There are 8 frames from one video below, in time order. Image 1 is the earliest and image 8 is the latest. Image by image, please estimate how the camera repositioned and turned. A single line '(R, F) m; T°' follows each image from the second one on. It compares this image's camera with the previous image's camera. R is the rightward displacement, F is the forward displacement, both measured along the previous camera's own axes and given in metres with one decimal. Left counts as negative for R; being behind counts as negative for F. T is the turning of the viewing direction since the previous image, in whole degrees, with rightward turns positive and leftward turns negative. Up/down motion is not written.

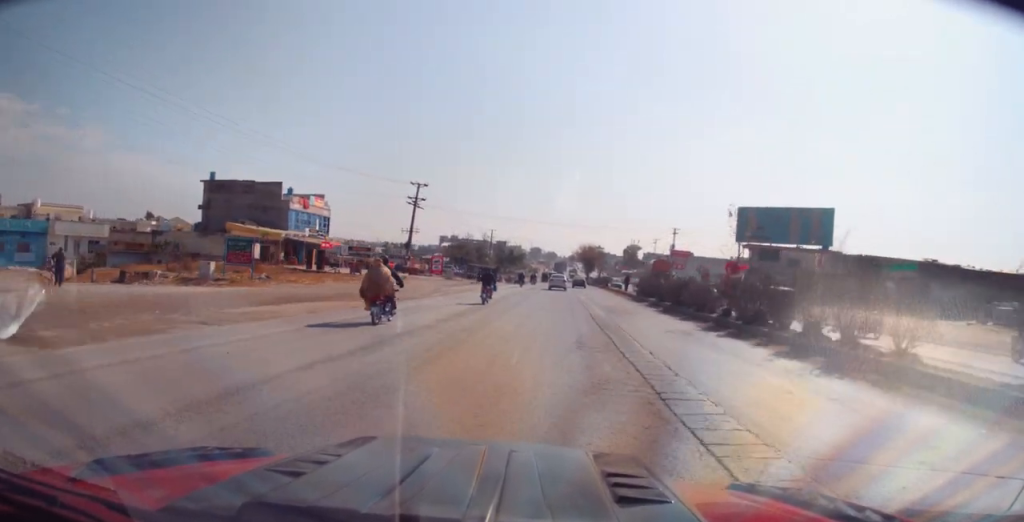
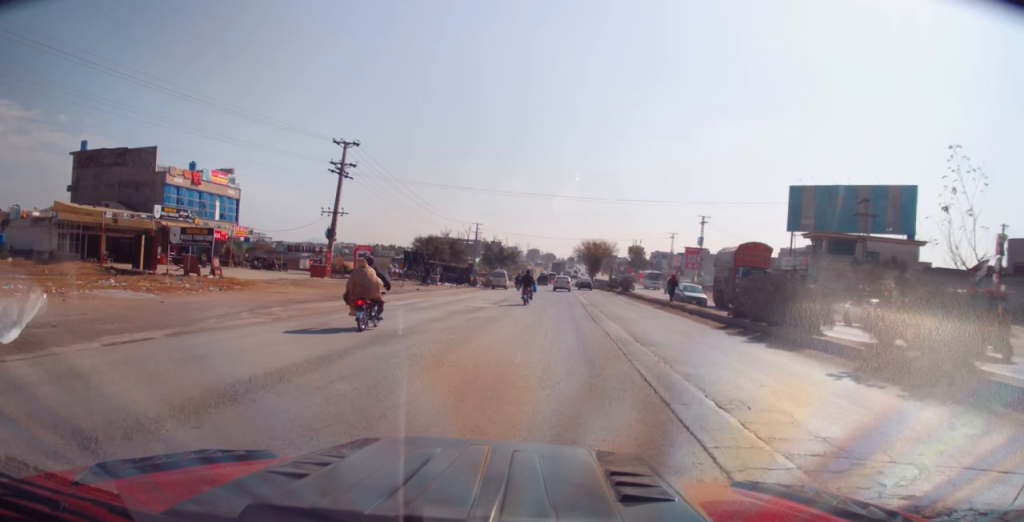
(-0.4, +26.4) m; 0°
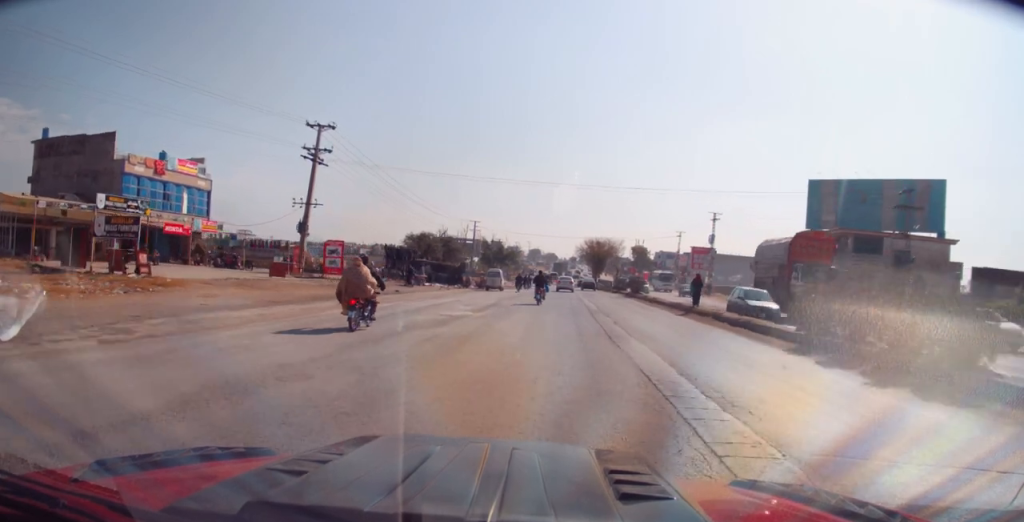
(+0.3, +6.3) m; 0°
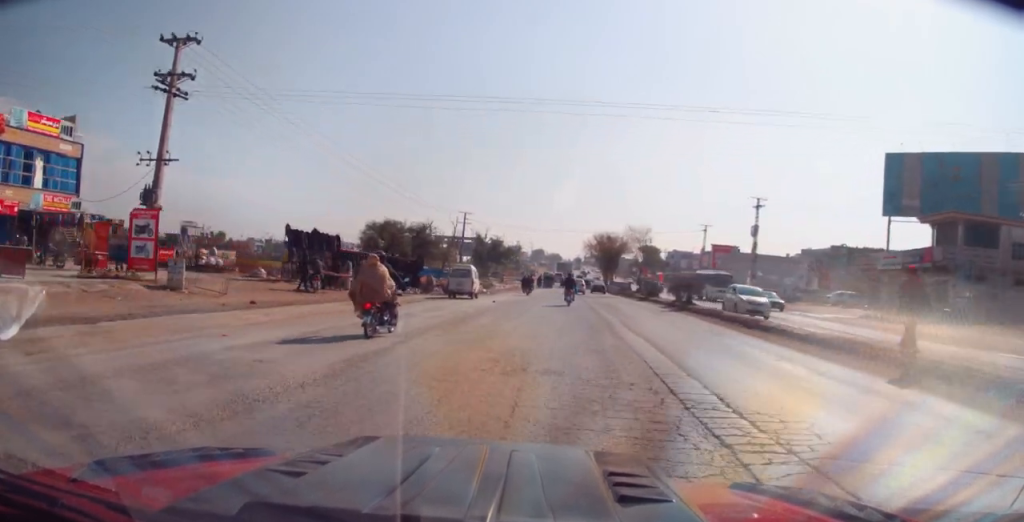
(-0.4, +19.5) m; -1°
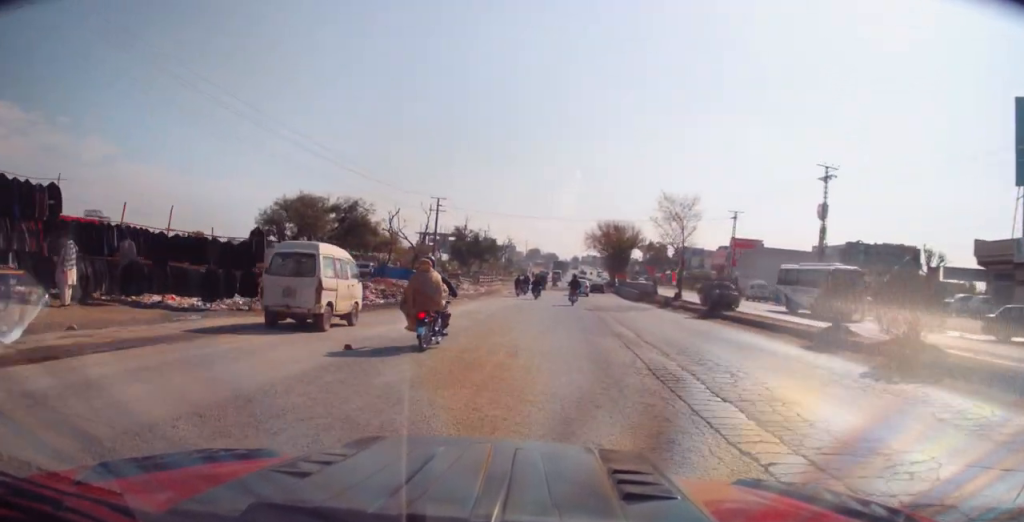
(-0.1, +21.4) m; -1°
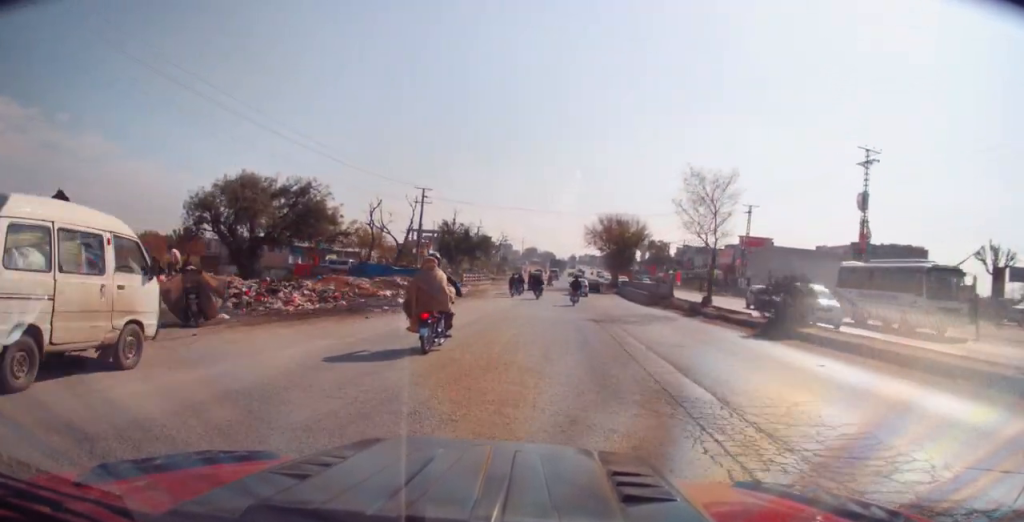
(+0.2, +8.3) m; +1°
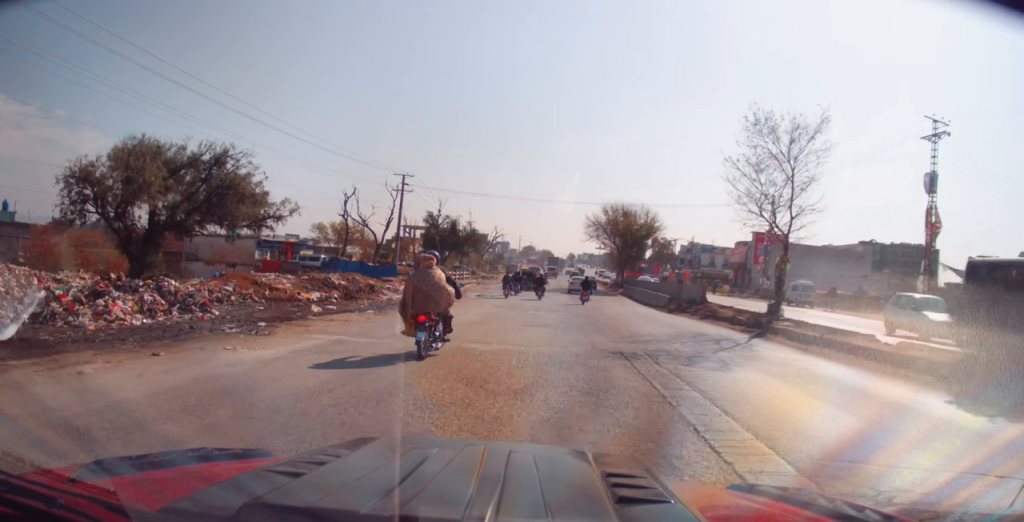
(+0.1, +9.9) m; 0°
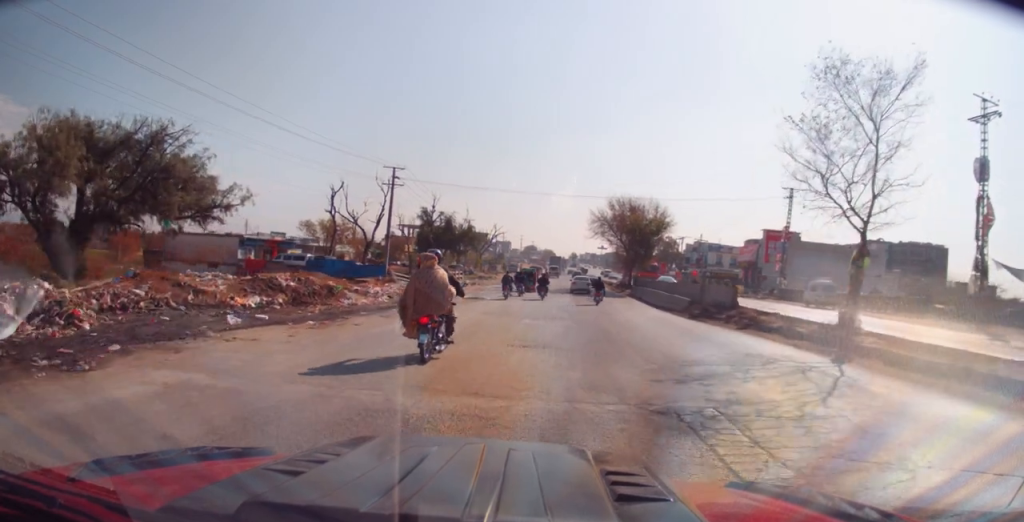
(+0.1, +5.3) m; 0°
